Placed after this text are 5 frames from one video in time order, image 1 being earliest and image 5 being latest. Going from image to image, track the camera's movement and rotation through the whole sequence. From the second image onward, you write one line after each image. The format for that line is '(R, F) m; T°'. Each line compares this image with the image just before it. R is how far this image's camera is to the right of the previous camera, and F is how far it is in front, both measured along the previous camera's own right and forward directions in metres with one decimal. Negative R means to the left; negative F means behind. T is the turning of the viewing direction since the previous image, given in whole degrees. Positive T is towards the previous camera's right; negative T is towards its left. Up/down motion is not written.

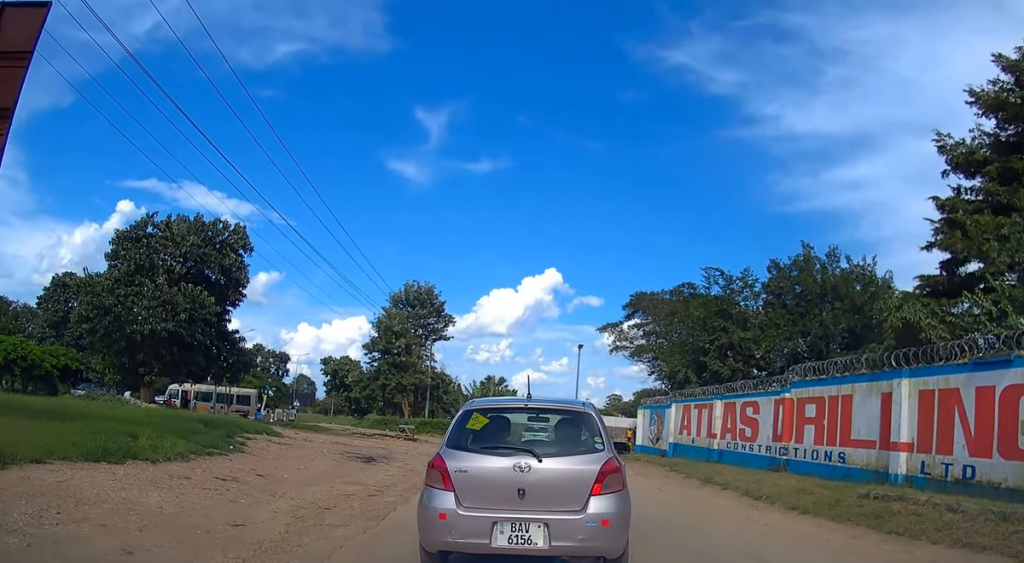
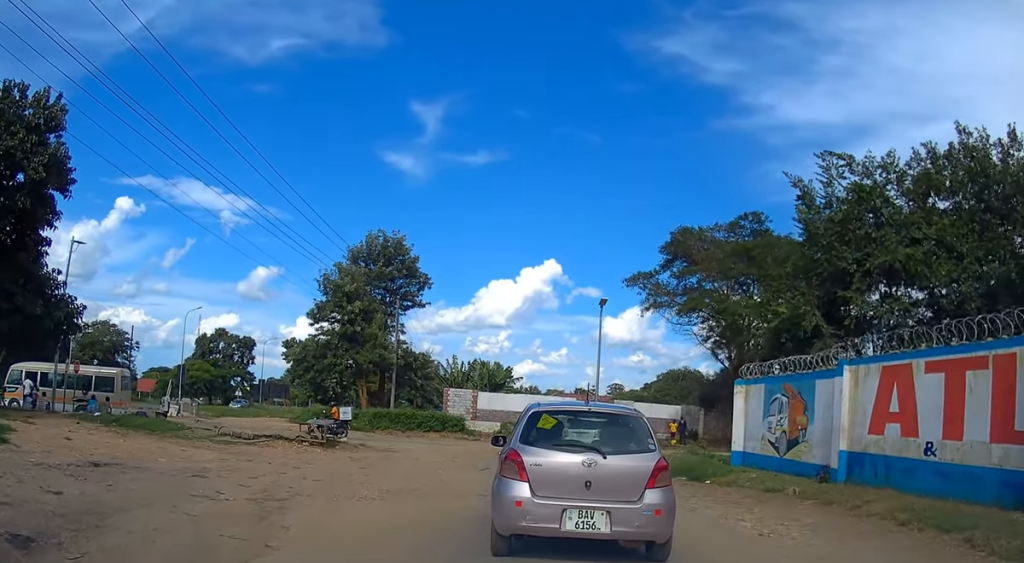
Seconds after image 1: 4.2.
(+0.8, +14.9) m; +2°
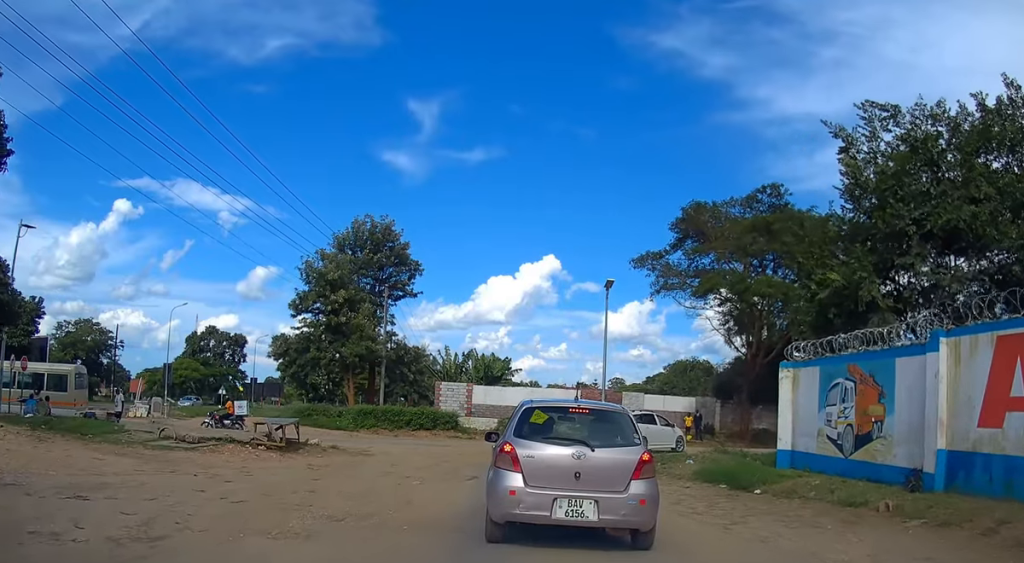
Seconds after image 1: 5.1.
(0.0, +4.1) m; +1°
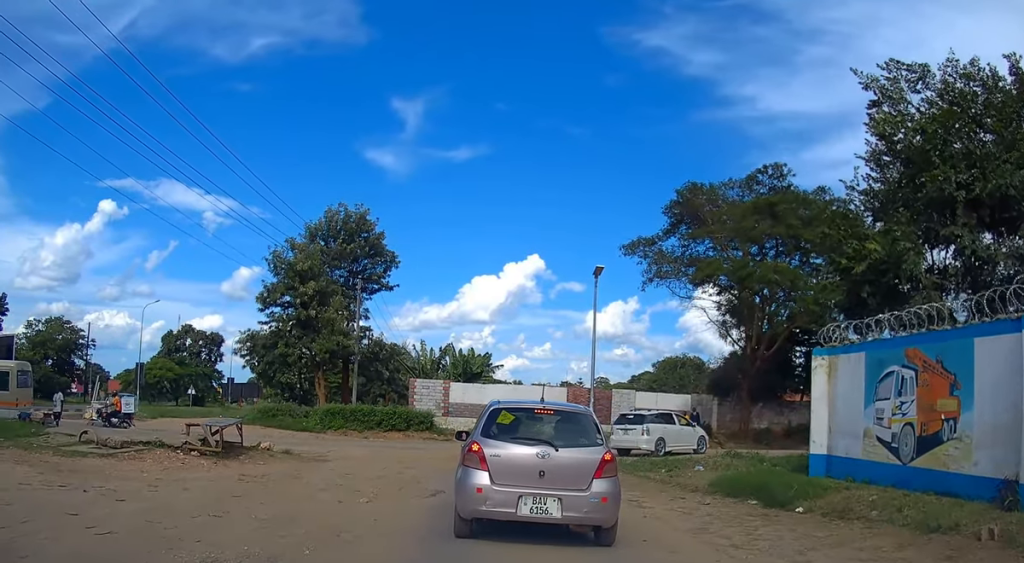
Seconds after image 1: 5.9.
(0.0, +3.2) m; +1°
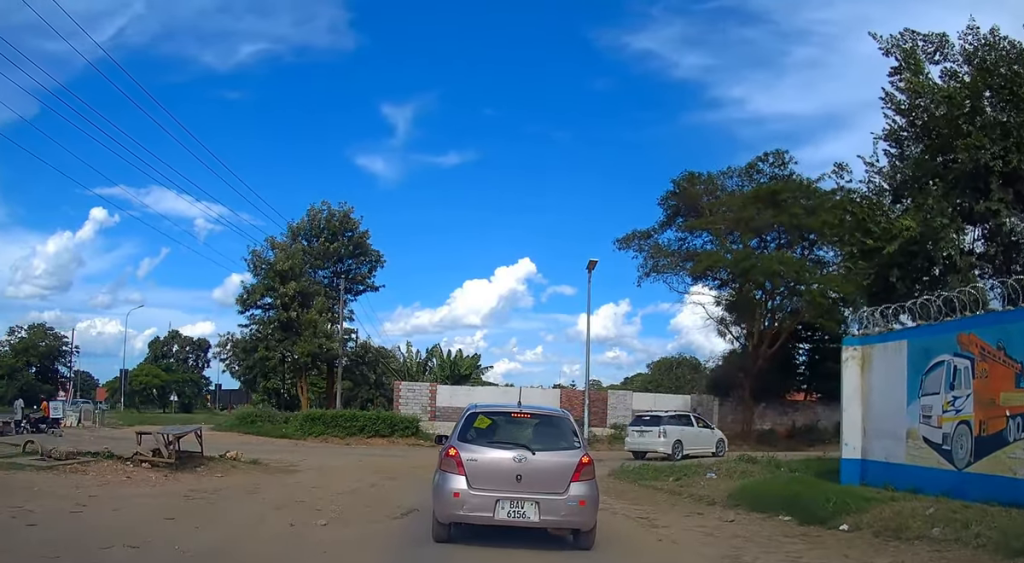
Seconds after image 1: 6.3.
(+0.1, +2.0) m; 0°
